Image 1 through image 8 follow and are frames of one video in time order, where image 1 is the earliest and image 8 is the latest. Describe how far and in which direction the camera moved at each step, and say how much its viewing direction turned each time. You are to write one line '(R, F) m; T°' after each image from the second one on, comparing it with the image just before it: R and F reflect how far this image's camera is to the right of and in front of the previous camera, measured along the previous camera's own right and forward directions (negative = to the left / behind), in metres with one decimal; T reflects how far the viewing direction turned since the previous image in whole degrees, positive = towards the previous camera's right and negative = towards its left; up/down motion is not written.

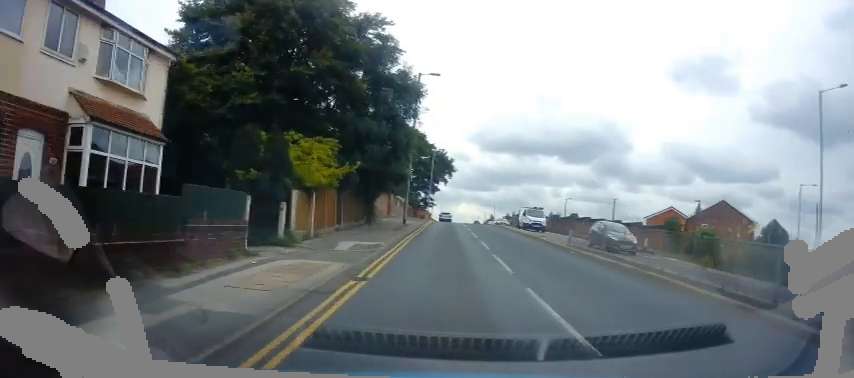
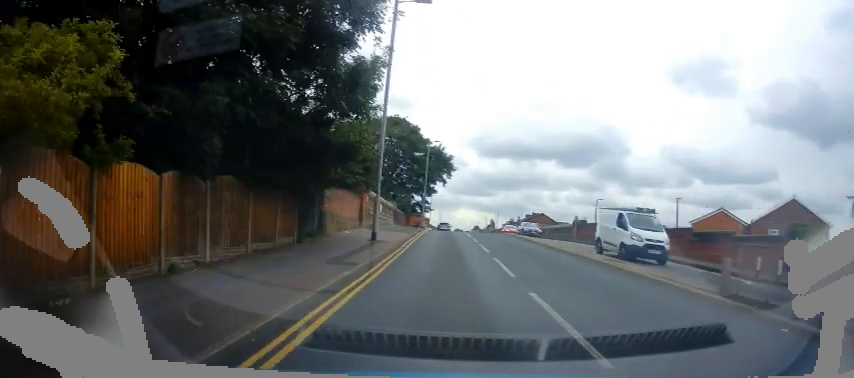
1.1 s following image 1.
(0.0, +12.4) m; 0°
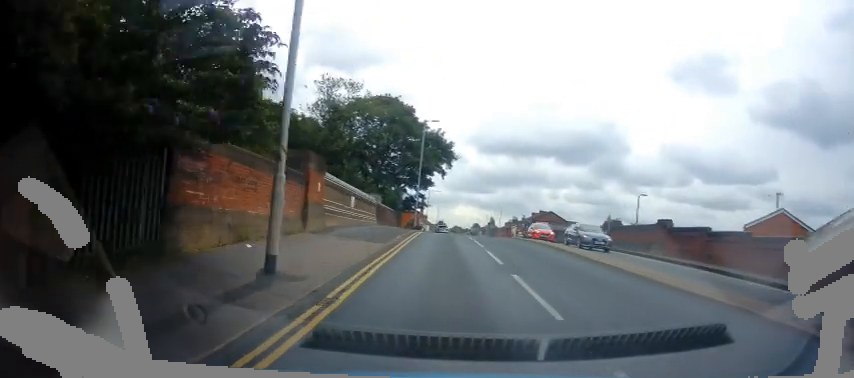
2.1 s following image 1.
(0.0, +10.5) m; 0°
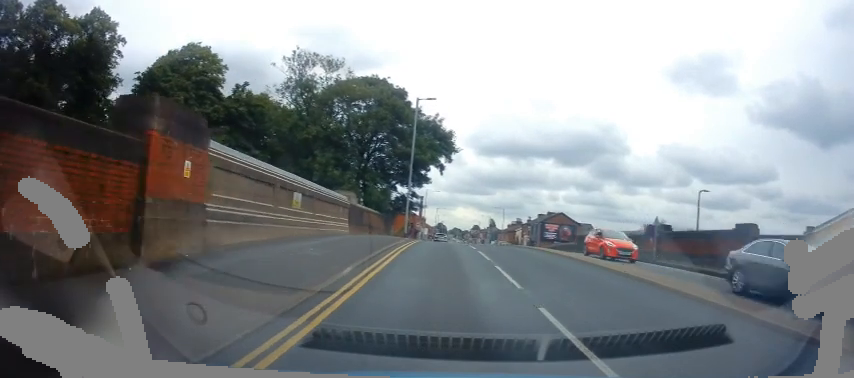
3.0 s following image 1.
(0.0, +9.6) m; 0°
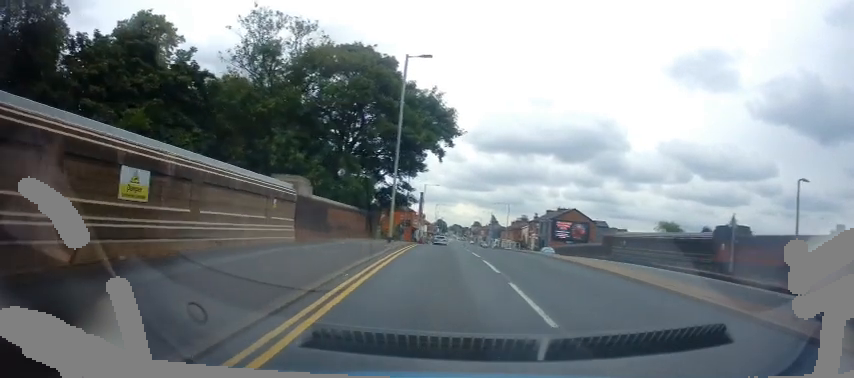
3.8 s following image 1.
(-0.1, +8.9) m; -1°
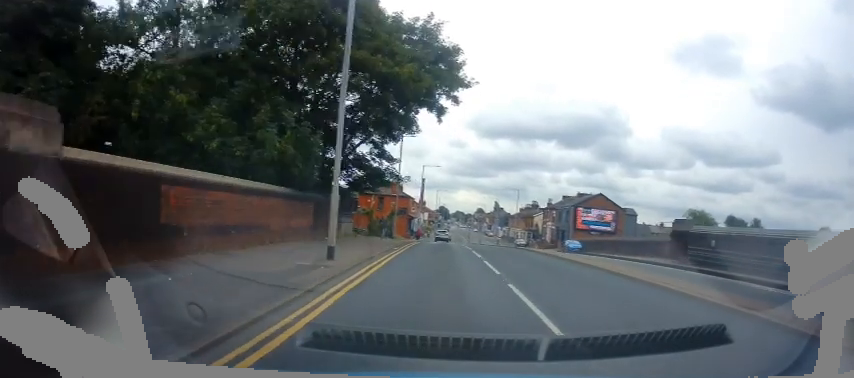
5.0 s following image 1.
(0.0, +12.5) m; +1°
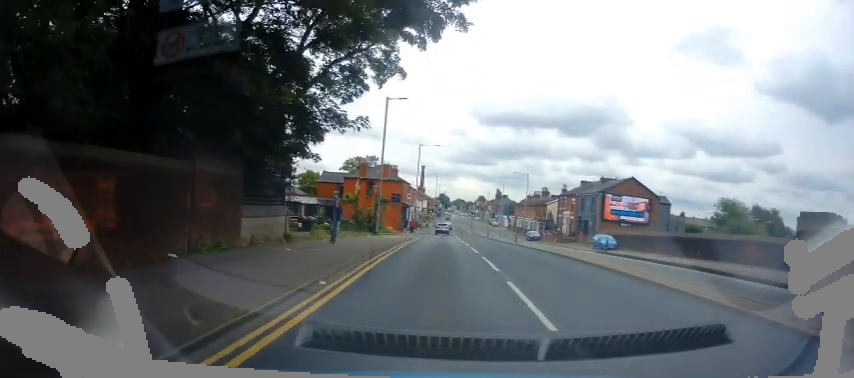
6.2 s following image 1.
(+0.2, +11.7) m; +1°
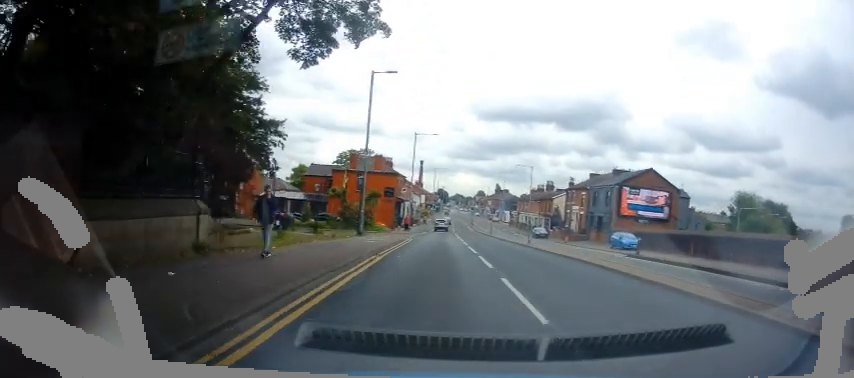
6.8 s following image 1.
(+0.2, +5.7) m; -1°
